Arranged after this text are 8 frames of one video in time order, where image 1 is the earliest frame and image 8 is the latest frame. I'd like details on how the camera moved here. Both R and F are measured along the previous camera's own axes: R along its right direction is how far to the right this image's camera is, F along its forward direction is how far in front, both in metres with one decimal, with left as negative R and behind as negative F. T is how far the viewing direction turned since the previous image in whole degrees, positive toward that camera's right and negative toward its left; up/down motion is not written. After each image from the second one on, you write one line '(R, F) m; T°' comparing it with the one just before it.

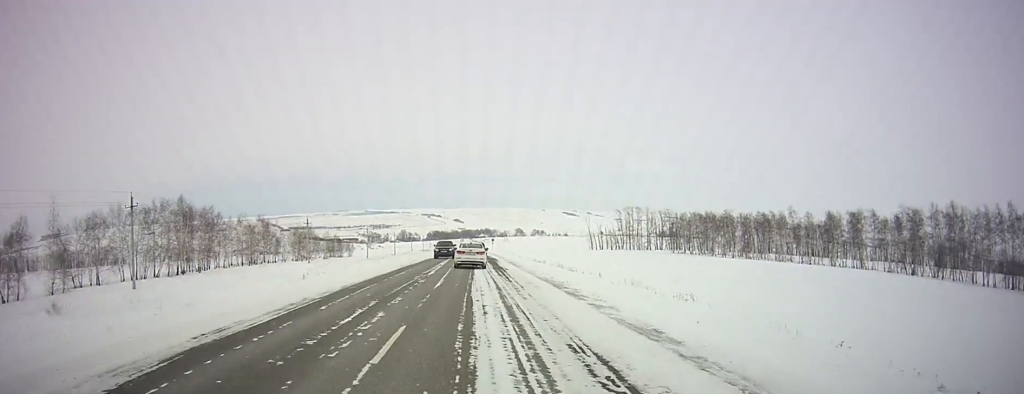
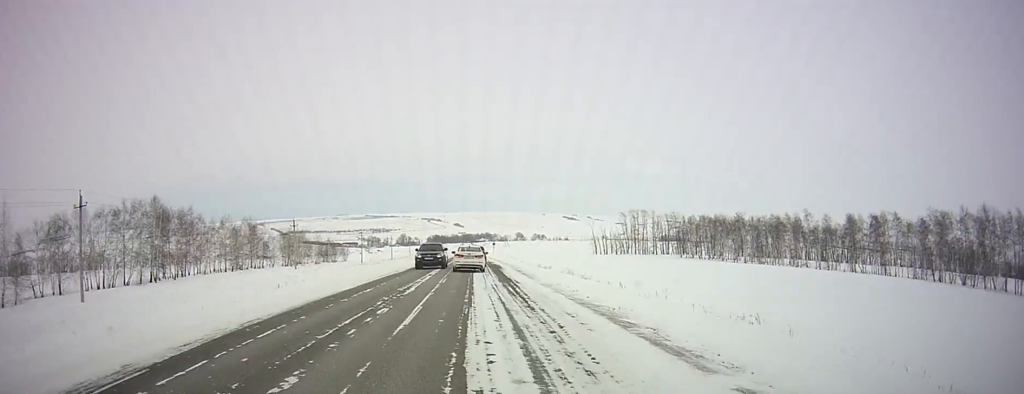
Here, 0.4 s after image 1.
(0.0, +8.7) m; 0°
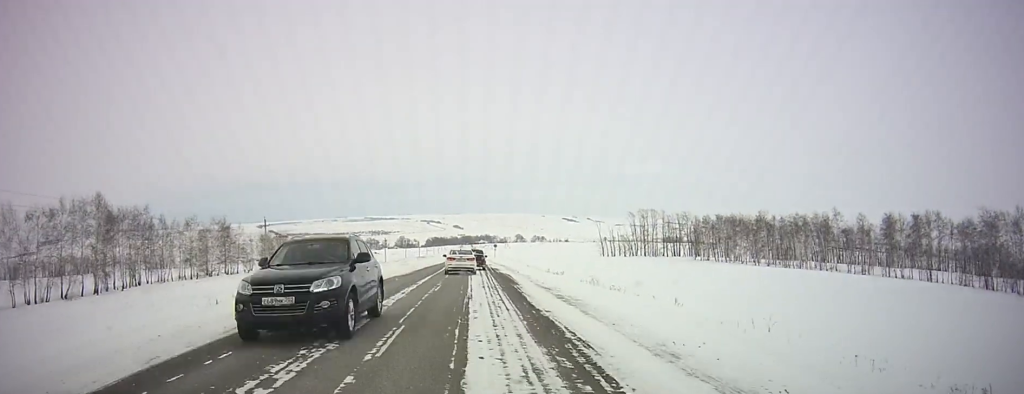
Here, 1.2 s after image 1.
(0.0, +14.8) m; 0°
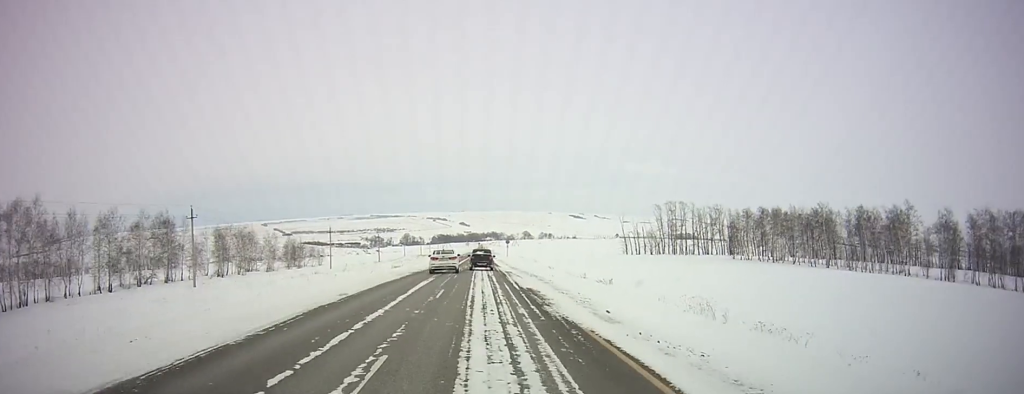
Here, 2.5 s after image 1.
(0.0, +26.8) m; 0°
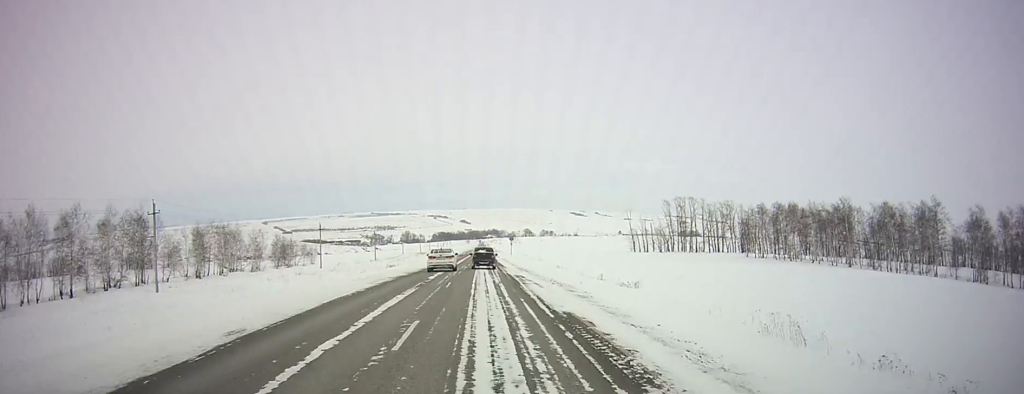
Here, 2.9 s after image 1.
(+0.1, +8.7) m; 0°
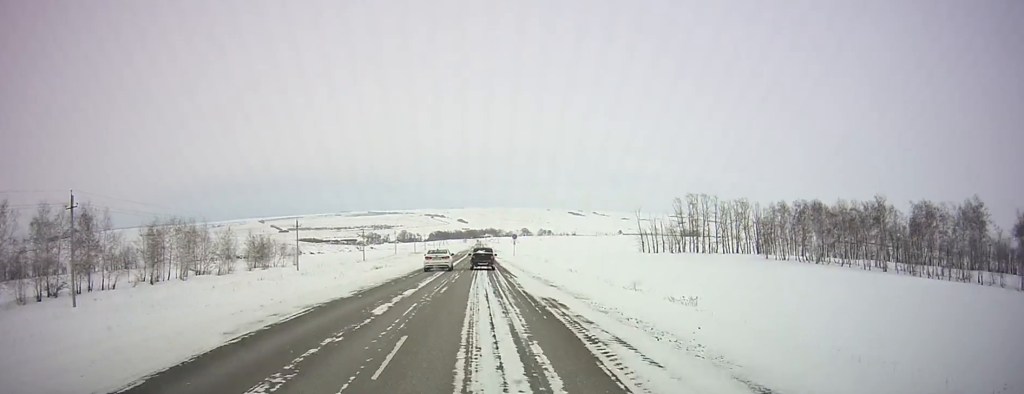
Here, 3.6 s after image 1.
(-0.1, +13.4) m; -1°
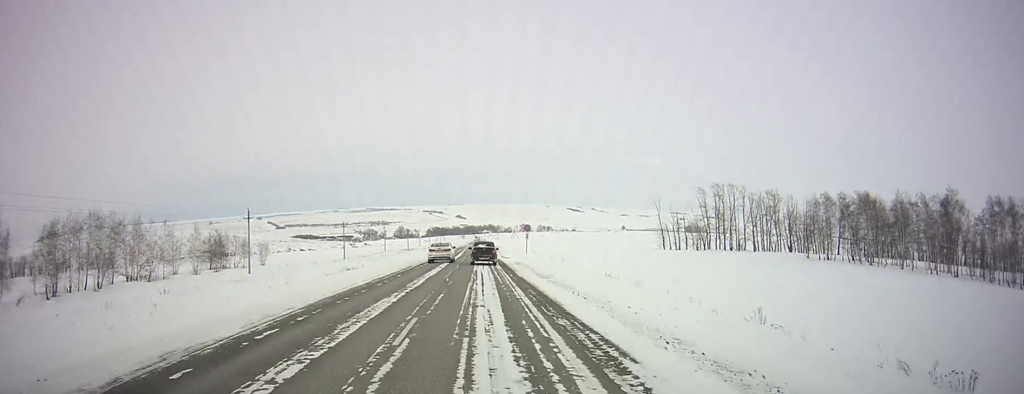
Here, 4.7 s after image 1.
(-0.2, +21.5) m; 0°
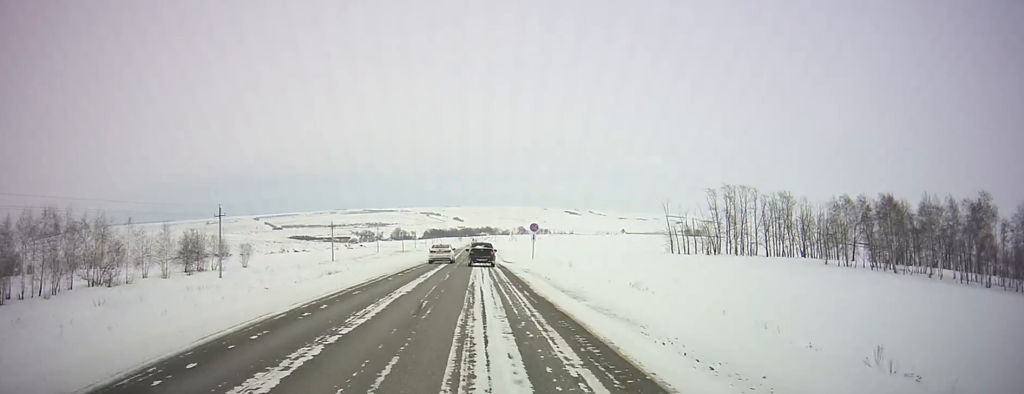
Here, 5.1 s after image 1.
(-0.1, +8.7) m; 0°
